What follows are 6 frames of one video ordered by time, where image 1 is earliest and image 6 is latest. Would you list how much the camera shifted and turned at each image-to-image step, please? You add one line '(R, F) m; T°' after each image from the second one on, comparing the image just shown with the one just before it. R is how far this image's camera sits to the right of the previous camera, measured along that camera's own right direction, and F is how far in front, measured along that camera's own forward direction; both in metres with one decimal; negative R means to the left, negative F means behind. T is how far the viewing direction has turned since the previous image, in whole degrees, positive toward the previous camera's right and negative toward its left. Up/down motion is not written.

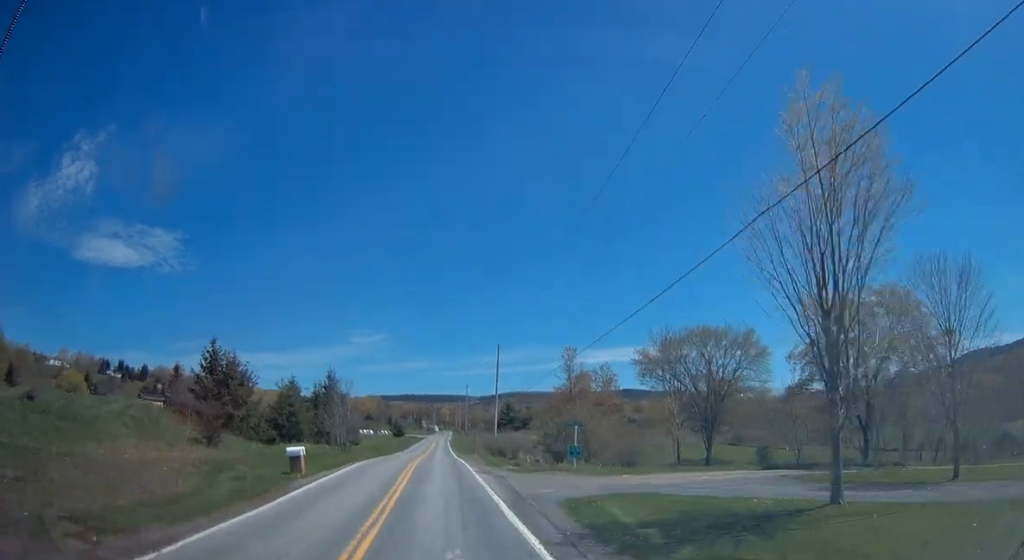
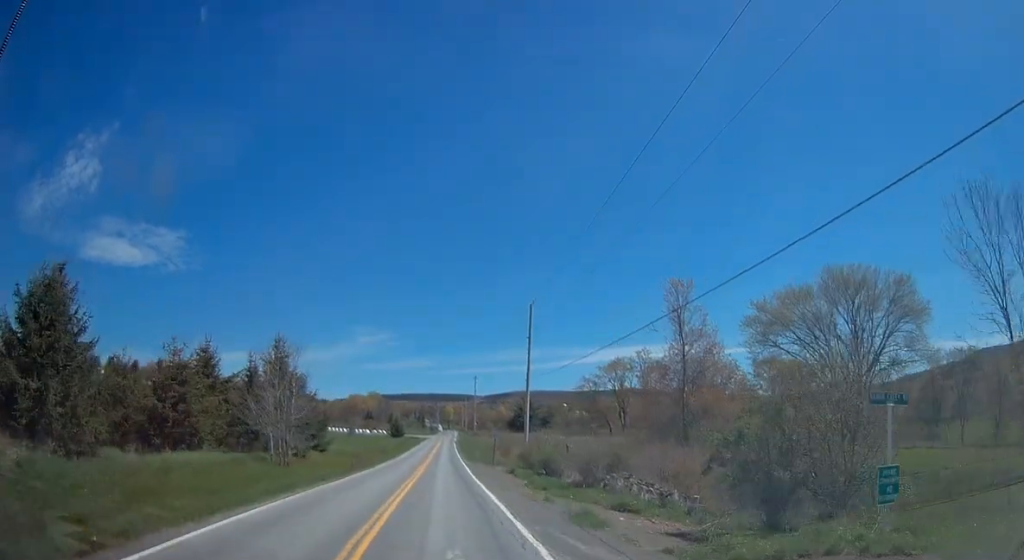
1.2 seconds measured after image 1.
(+0.1, +22.2) m; +1°
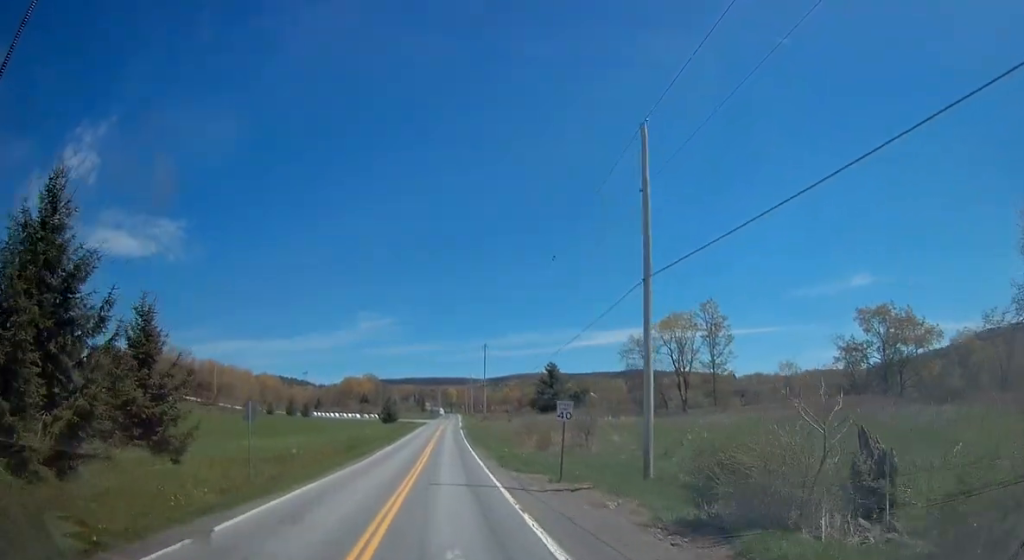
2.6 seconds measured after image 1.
(+0.1, +27.3) m; -1°
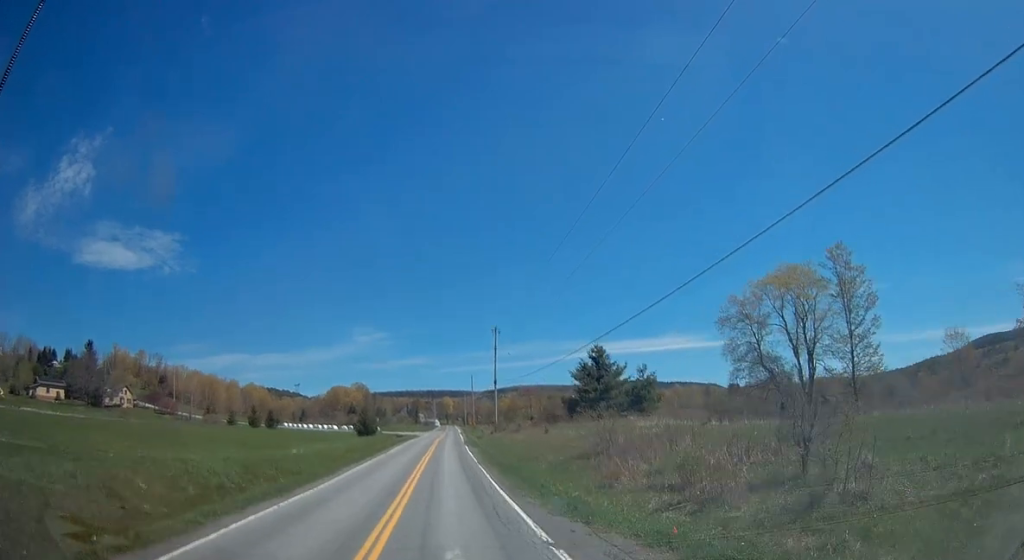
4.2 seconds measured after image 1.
(+0.2, +30.7) m; +1°
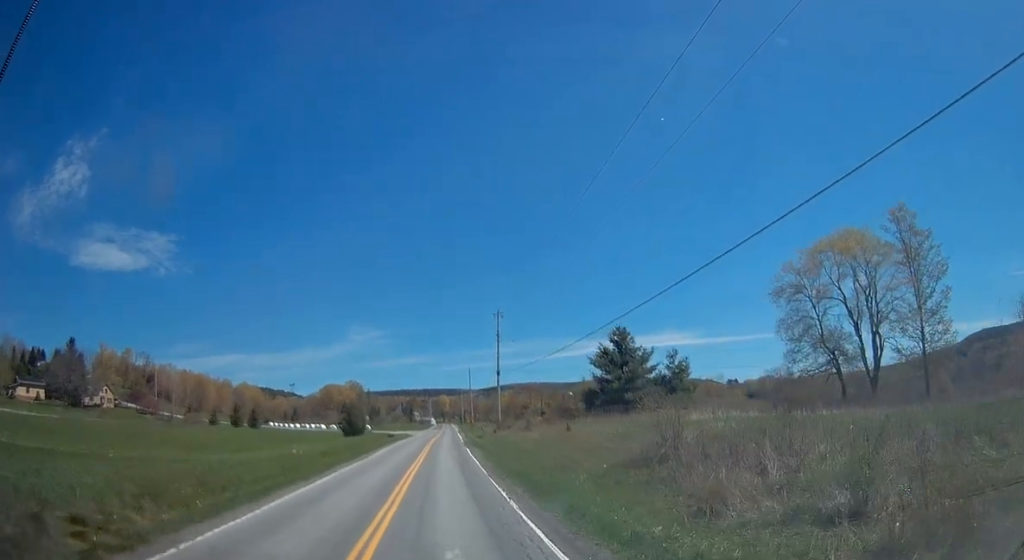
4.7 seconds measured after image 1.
(+0.1, +10.0) m; 0°
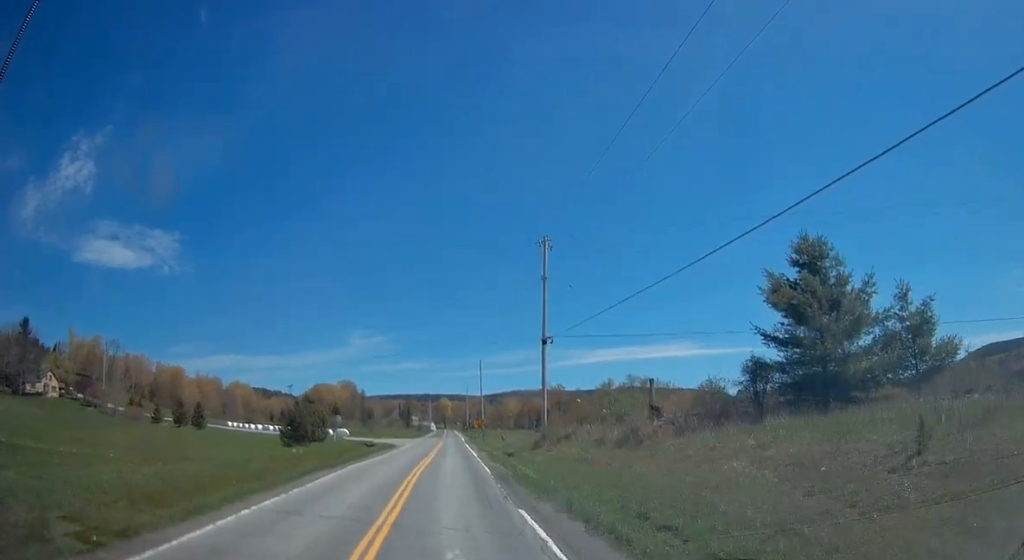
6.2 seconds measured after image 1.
(-0.4, +30.1) m; 0°
